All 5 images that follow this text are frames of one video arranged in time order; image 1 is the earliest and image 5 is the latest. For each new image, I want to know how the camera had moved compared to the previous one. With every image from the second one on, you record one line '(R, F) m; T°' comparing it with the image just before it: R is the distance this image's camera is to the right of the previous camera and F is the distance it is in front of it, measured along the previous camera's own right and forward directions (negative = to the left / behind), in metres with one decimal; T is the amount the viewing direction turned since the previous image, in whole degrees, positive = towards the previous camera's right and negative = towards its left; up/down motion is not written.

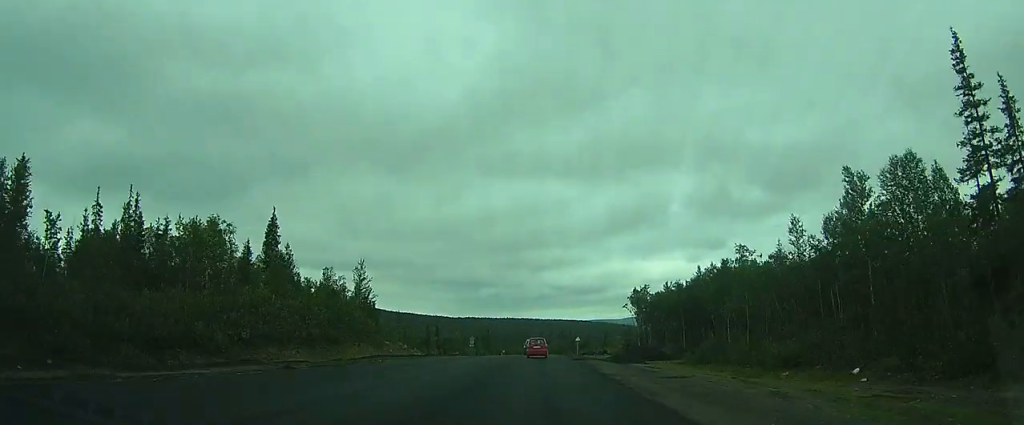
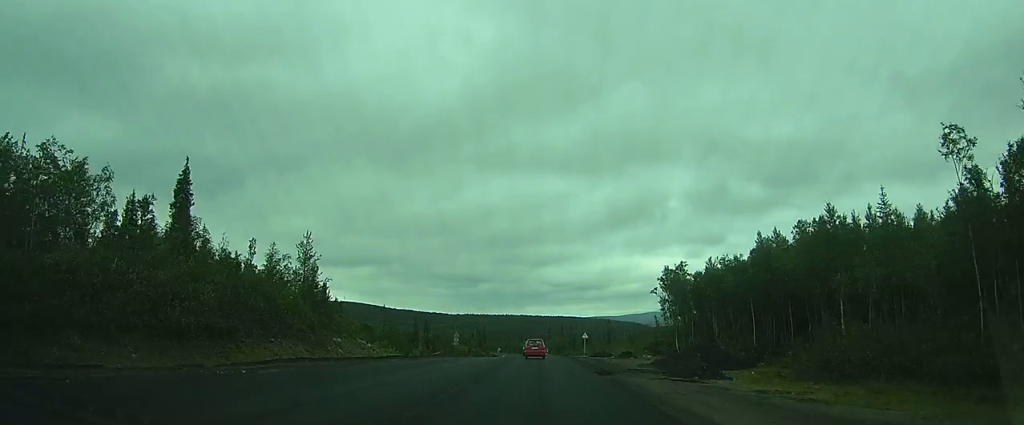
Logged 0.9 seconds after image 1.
(-0.1, +18.8) m; -1°
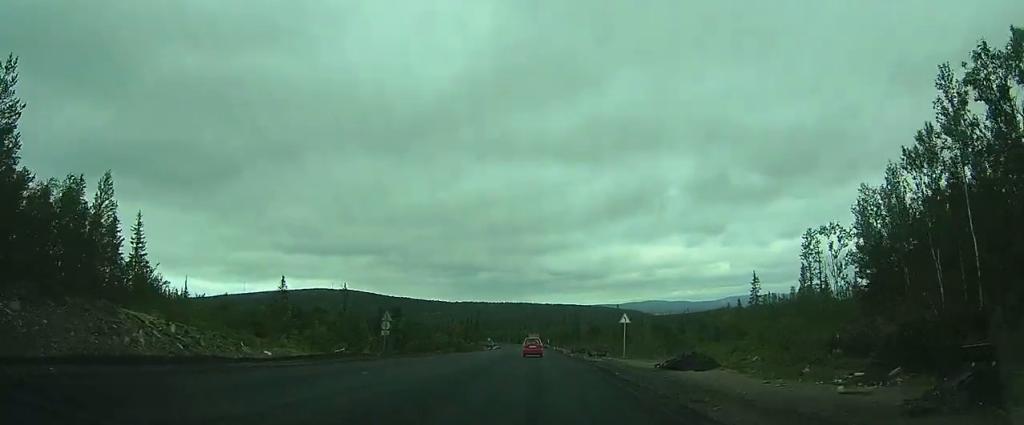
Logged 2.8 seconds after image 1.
(-0.6, +39.2) m; -2°
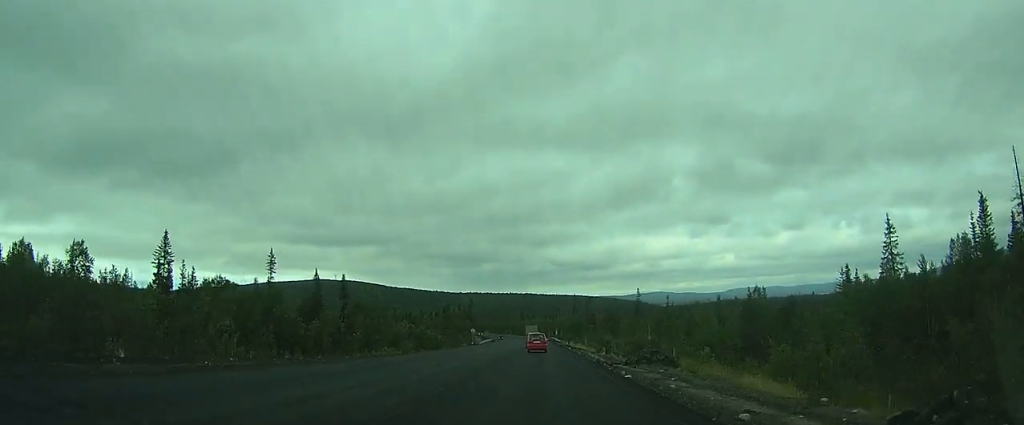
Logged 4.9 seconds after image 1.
(-1.2, +44.6) m; -2°
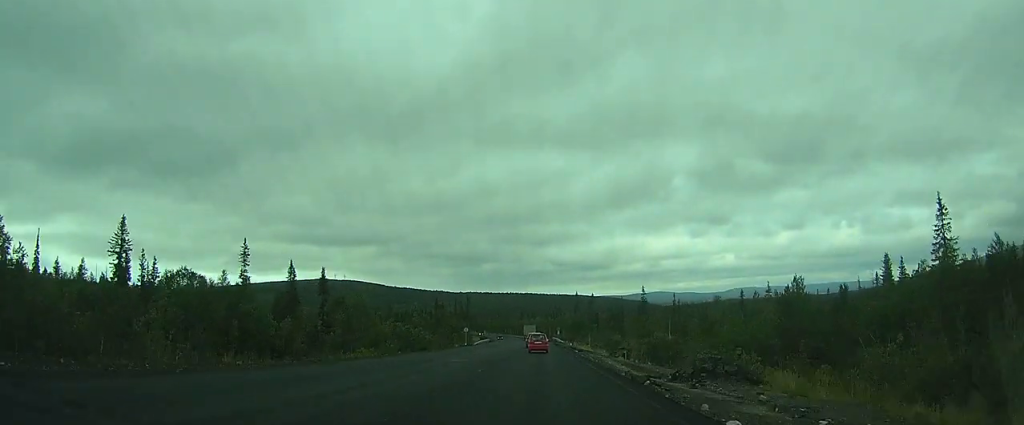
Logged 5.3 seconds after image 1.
(0.0, +10.1) m; 0°
